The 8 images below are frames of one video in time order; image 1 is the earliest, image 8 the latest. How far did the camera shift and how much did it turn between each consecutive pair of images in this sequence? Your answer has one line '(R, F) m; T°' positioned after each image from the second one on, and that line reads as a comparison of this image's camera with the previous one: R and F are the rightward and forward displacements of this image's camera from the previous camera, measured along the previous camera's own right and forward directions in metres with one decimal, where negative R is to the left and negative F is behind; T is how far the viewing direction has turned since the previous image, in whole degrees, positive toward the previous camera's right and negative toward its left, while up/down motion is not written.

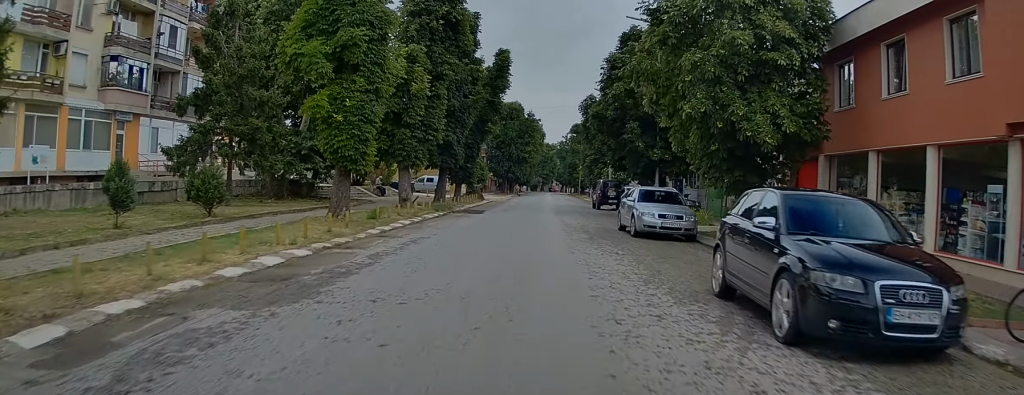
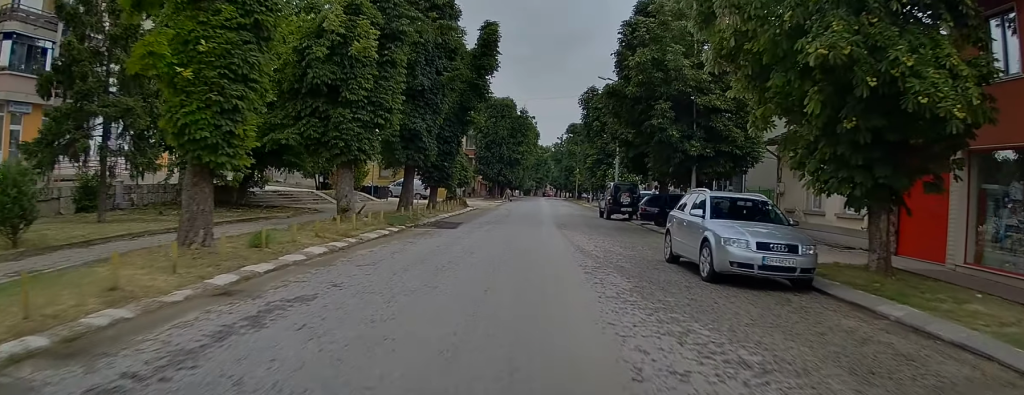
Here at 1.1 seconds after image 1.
(0.0, +8.1) m; 0°
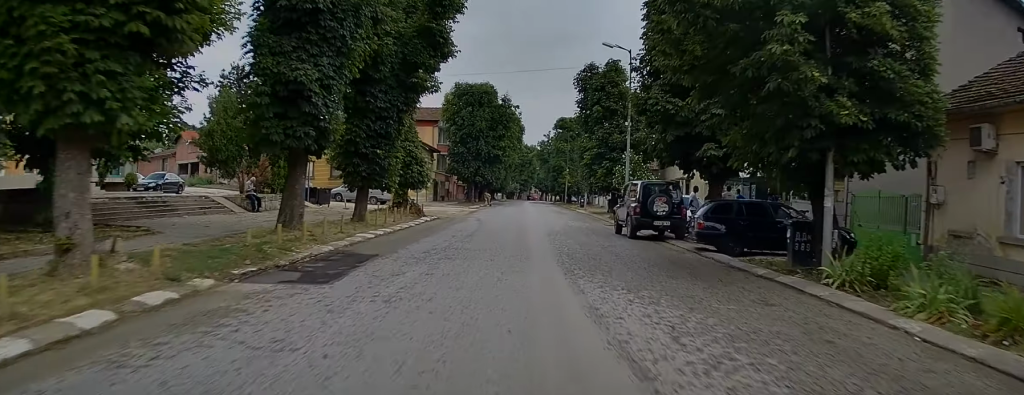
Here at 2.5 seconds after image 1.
(+0.1, +10.8) m; +1°
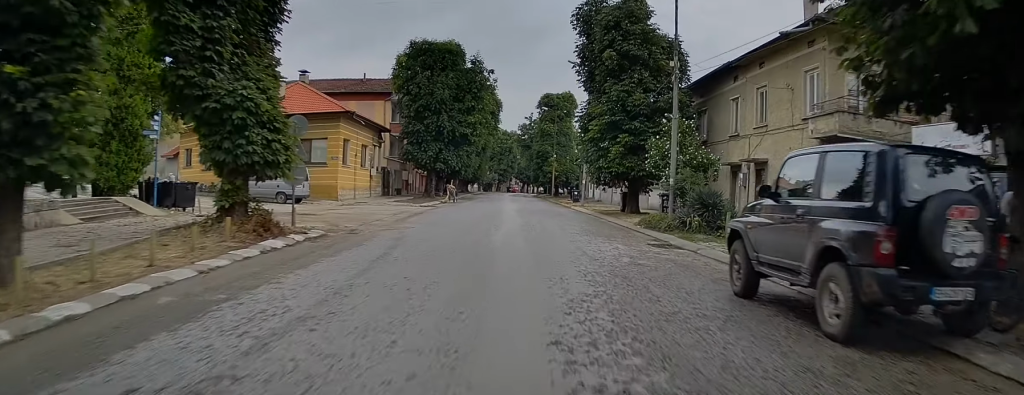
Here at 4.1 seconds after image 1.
(+0.1, +14.5) m; +1°
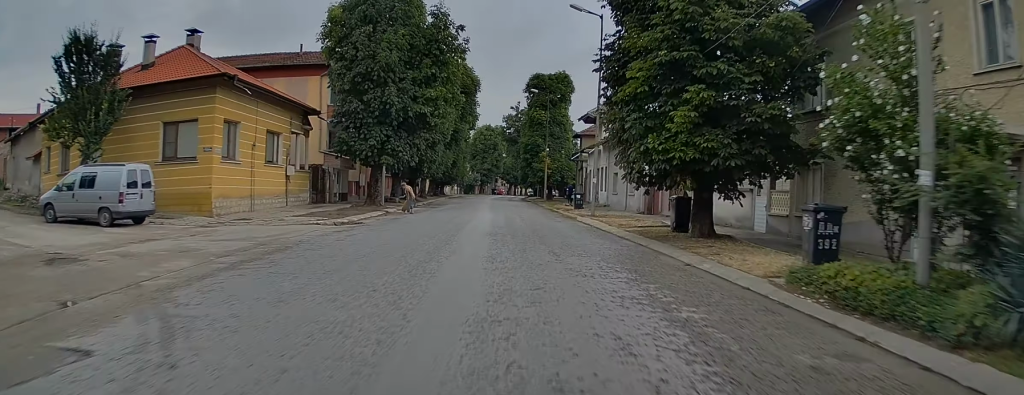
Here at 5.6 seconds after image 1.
(-0.1, +14.8) m; 0°
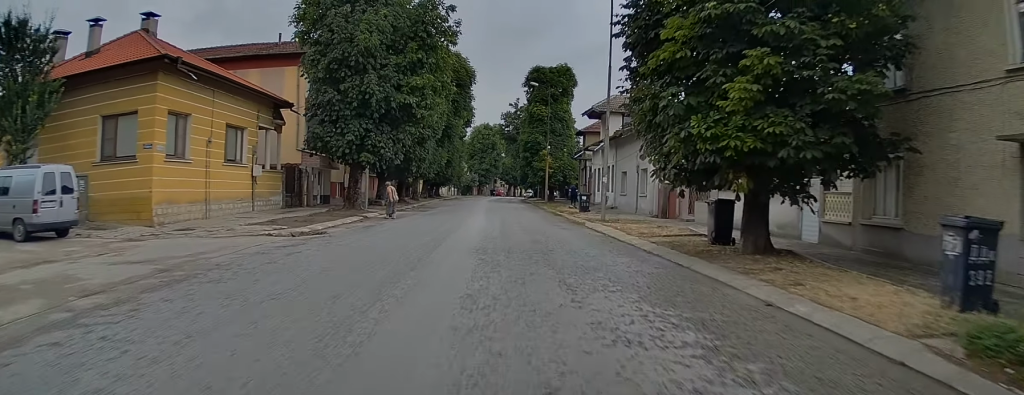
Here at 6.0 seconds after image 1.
(0.0, +4.2) m; +1°
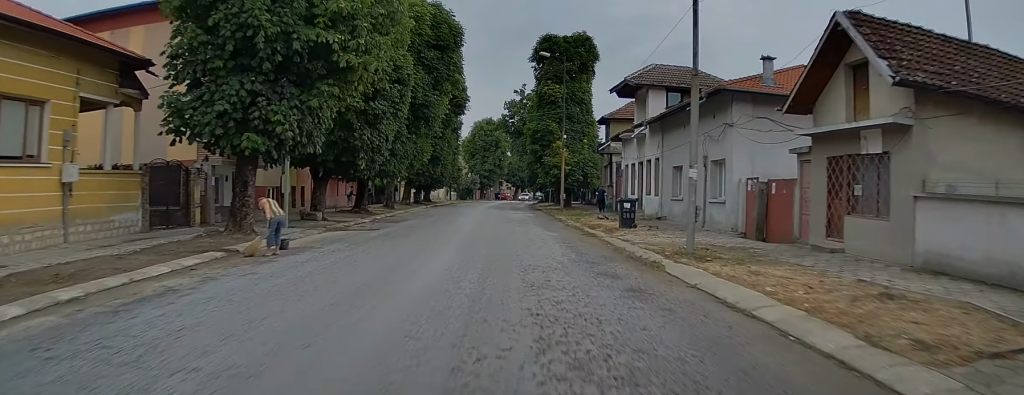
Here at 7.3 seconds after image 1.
(+0.5, +13.1) m; +2°
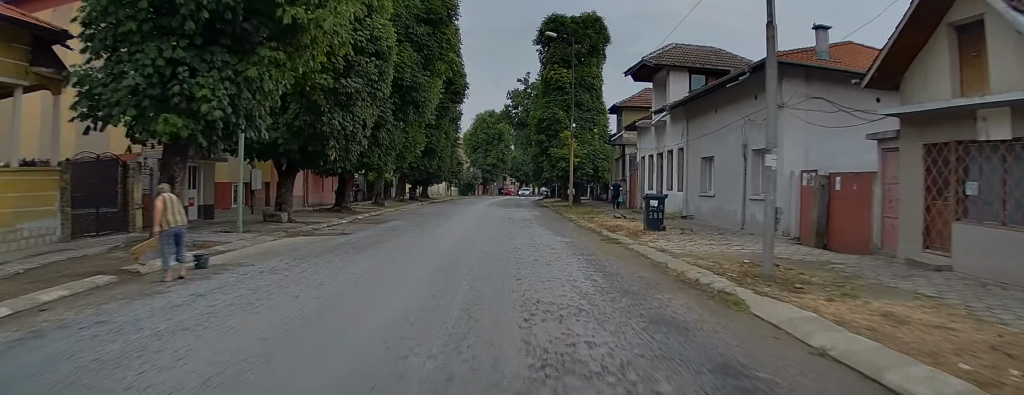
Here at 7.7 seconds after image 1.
(+0.1, +4.0) m; 0°
